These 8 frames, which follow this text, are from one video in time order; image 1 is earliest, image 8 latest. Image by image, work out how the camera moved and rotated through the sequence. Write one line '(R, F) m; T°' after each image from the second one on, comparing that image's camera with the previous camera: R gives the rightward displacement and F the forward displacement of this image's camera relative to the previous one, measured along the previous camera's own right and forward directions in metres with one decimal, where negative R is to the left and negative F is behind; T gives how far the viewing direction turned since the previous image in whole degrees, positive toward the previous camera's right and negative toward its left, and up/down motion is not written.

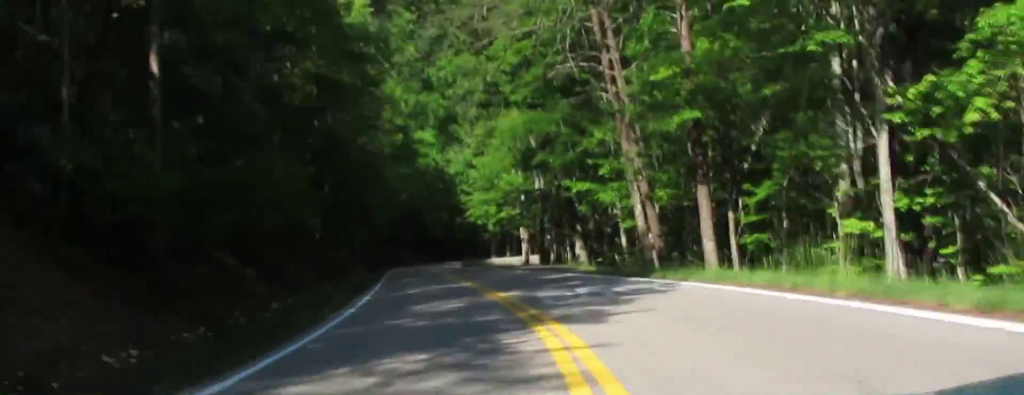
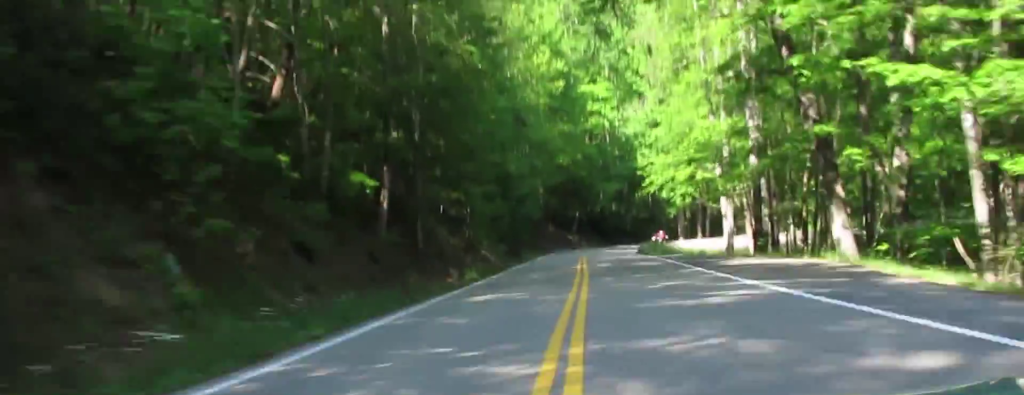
(-1.5, +29.9) m; -3°
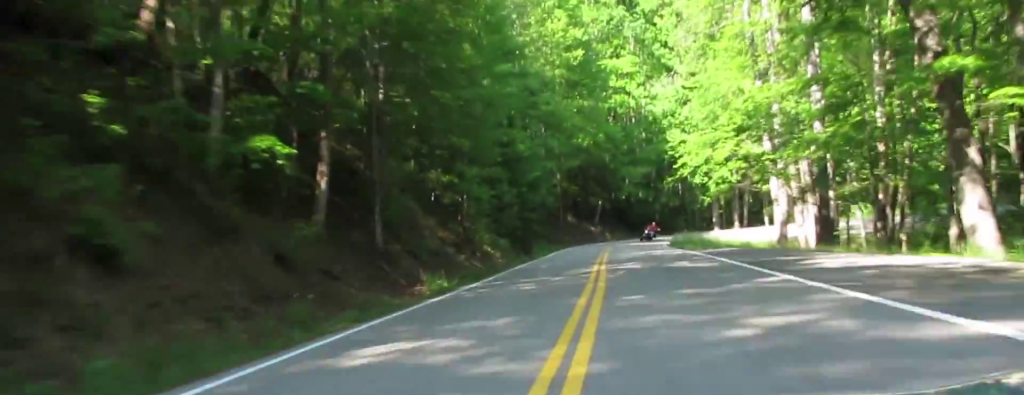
(+0.2, +8.5) m; +2°
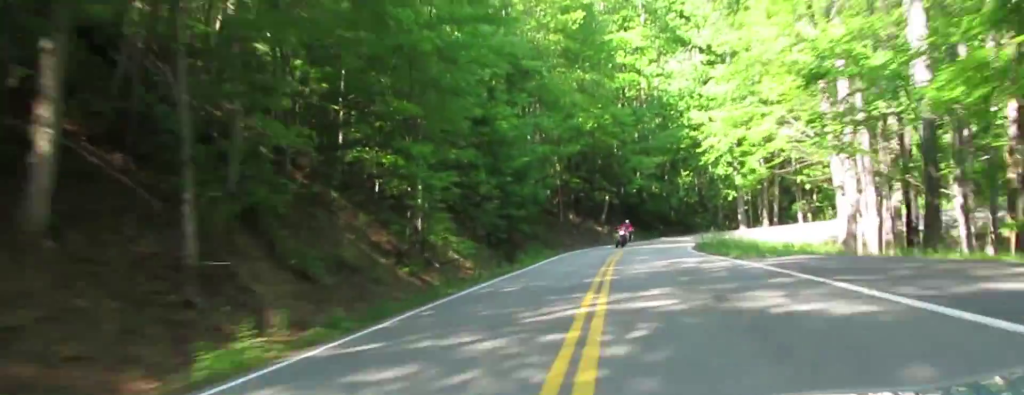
(+0.2, +10.1) m; +3°
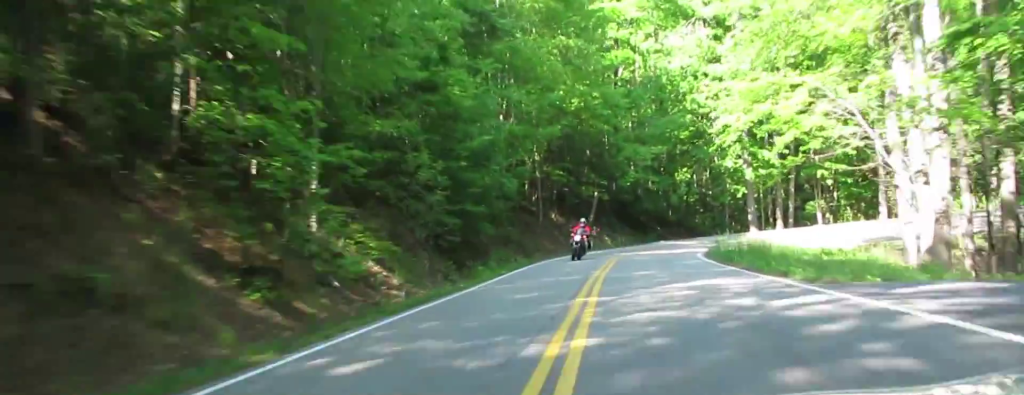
(0.0, +7.9) m; +4°
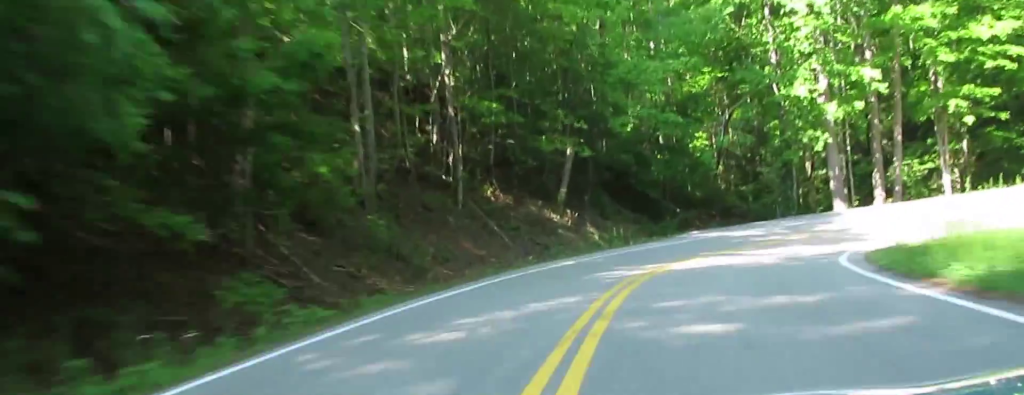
(+1.8, +21.7) m; +11°
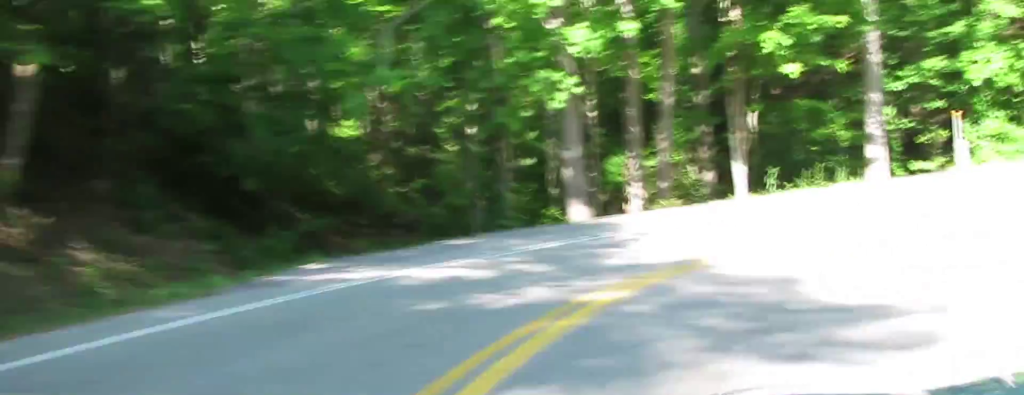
(+2.4, +17.0) m; +29°
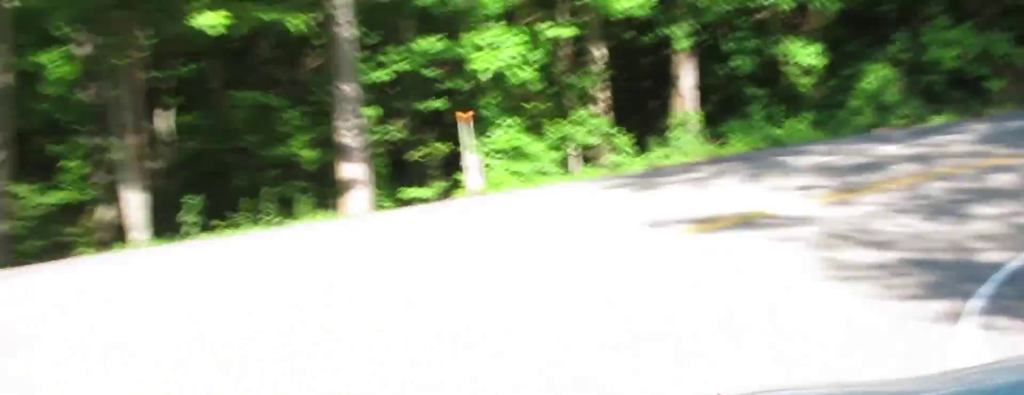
(+2.3, +12.0) m; +33°
